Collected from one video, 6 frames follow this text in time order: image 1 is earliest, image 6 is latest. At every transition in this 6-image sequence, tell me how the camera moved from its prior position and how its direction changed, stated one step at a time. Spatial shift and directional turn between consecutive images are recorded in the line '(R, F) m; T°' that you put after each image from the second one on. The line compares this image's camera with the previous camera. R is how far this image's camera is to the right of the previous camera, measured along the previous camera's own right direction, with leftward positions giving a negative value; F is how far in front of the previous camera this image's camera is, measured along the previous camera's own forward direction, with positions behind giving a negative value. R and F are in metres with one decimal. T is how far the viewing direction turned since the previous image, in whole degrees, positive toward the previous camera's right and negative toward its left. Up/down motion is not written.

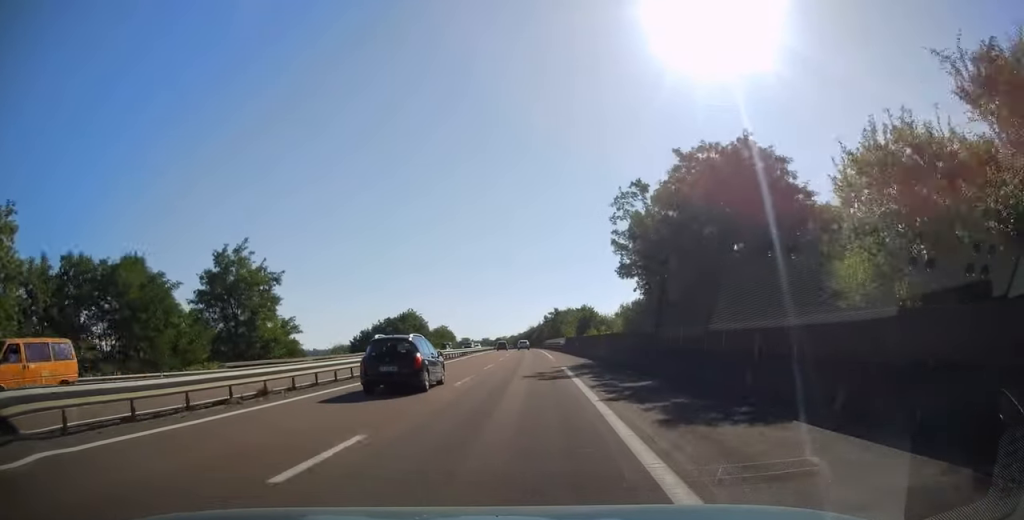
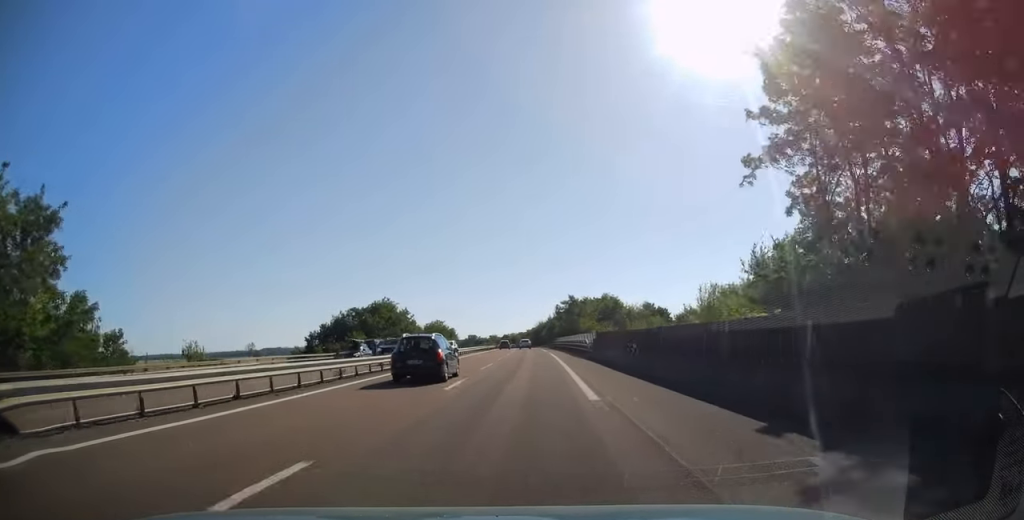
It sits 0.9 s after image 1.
(-0.4, +27.8) m; -1°
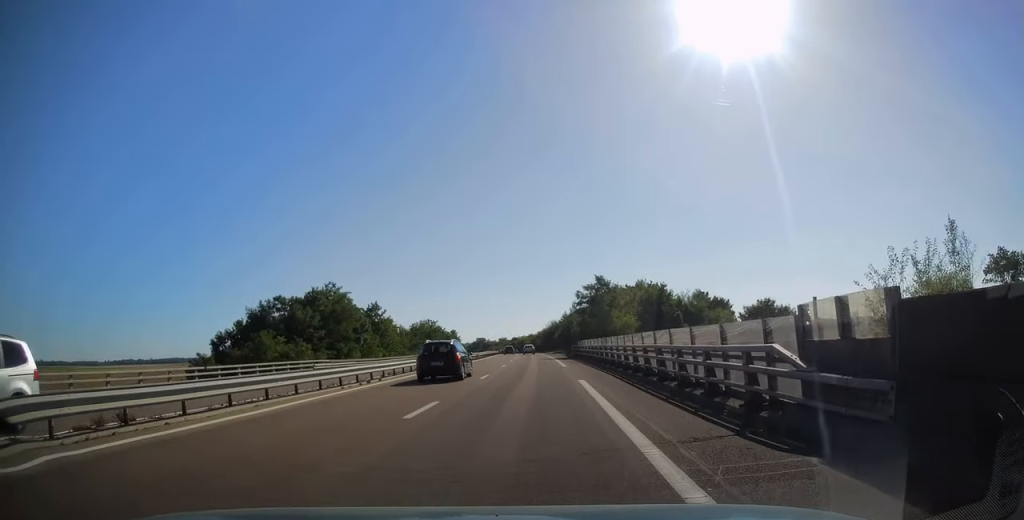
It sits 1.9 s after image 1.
(-0.3, +31.0) m; -1°
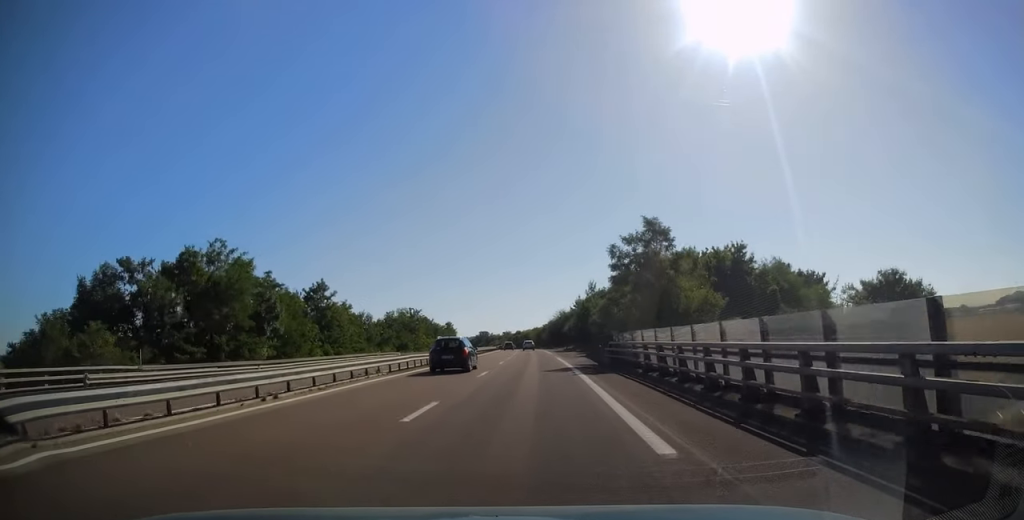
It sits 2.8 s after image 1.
(0.0, +26.9) m; -1°
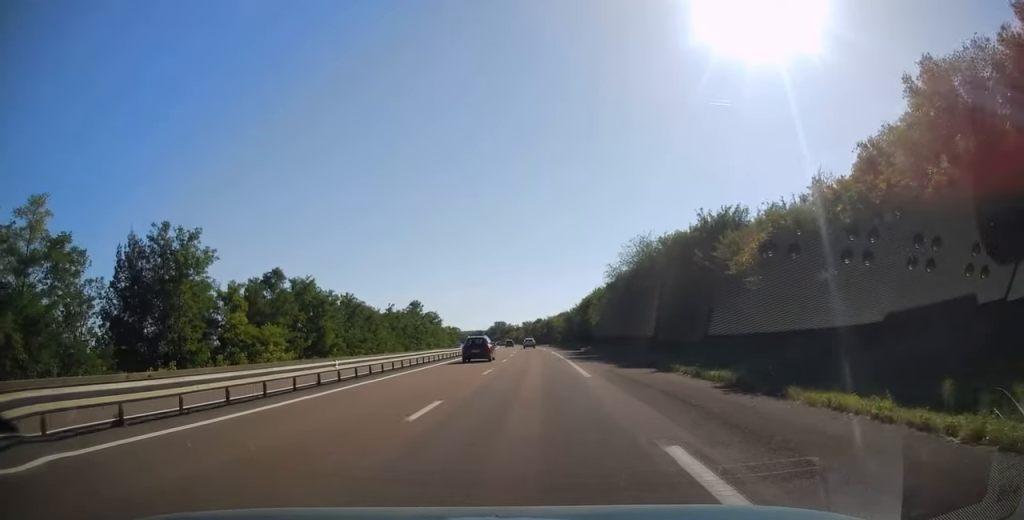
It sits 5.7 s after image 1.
(-2.3, +90.1) m; -2°
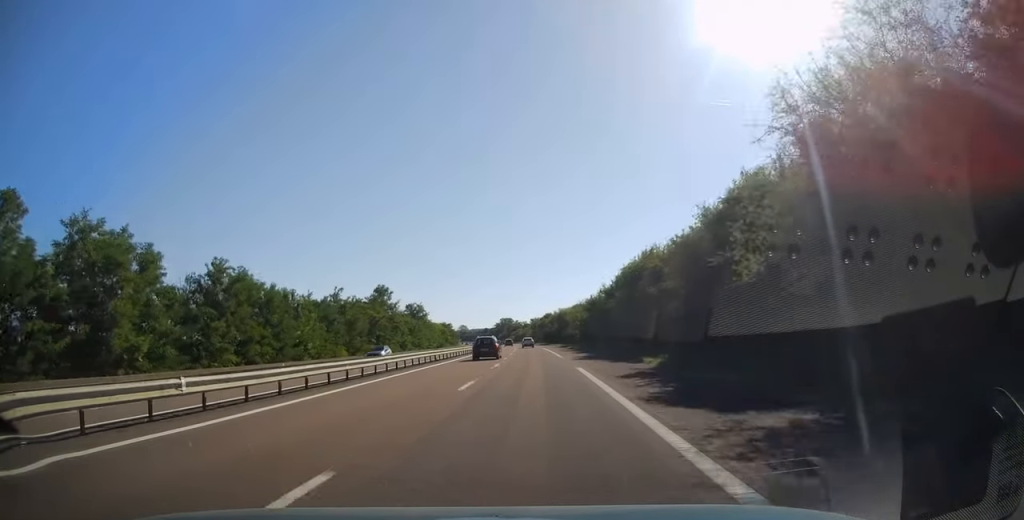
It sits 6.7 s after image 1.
(-0.5, +33.1) m; -2°
